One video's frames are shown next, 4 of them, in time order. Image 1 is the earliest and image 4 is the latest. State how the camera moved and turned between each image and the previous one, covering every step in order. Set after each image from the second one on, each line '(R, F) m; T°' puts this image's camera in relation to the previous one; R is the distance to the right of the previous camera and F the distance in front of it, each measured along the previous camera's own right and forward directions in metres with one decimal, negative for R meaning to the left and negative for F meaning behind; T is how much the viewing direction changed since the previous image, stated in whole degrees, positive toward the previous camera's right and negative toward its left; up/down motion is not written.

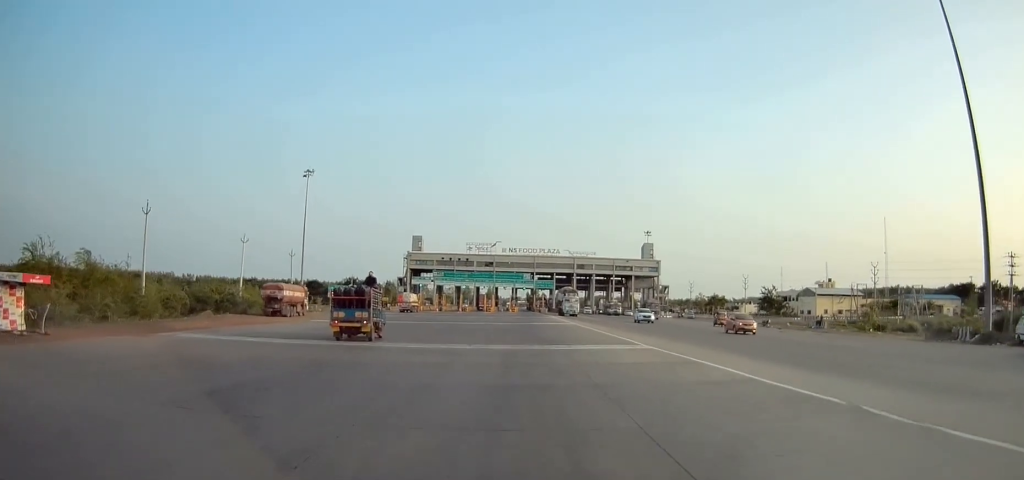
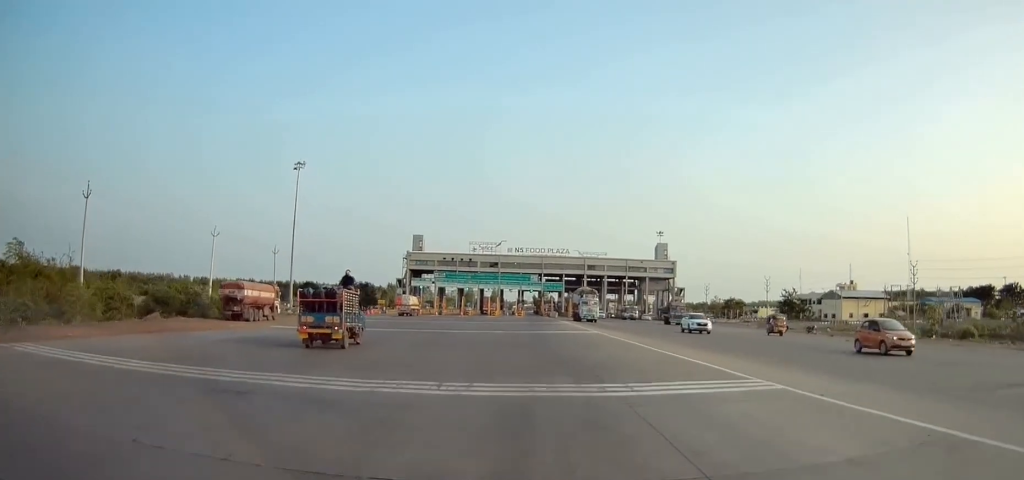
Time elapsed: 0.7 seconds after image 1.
(-0.1, +10.5) m; +1°
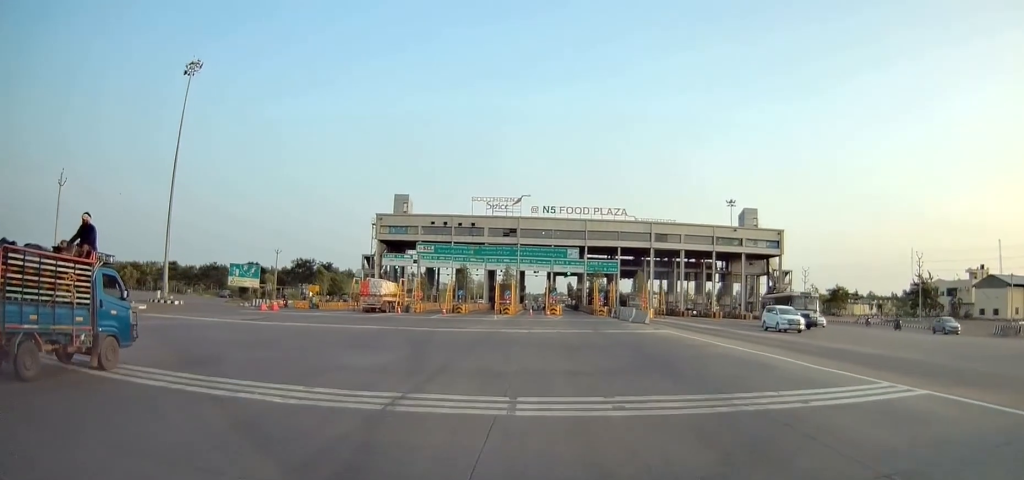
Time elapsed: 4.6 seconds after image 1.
(-1.6, +56.4) m; -3°
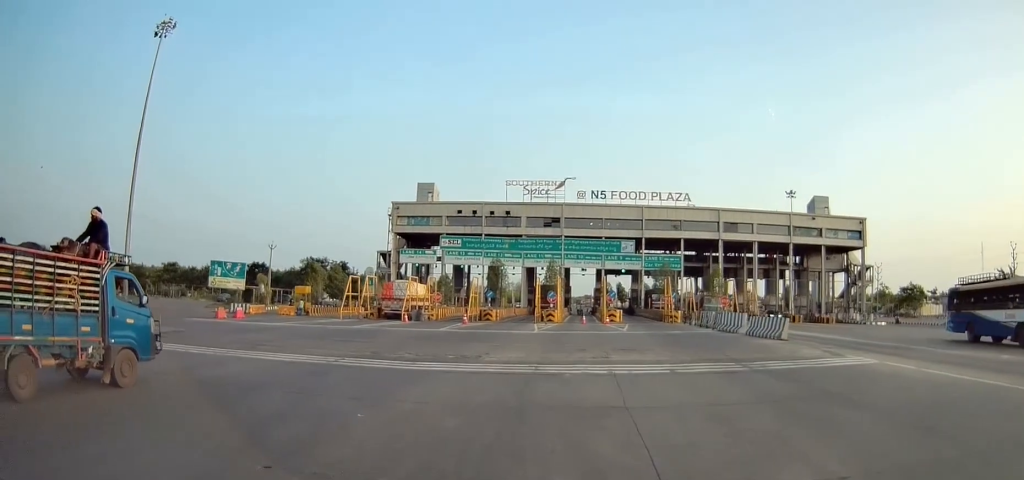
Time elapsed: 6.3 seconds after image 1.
(-0.3, +17.8) m; -4°
